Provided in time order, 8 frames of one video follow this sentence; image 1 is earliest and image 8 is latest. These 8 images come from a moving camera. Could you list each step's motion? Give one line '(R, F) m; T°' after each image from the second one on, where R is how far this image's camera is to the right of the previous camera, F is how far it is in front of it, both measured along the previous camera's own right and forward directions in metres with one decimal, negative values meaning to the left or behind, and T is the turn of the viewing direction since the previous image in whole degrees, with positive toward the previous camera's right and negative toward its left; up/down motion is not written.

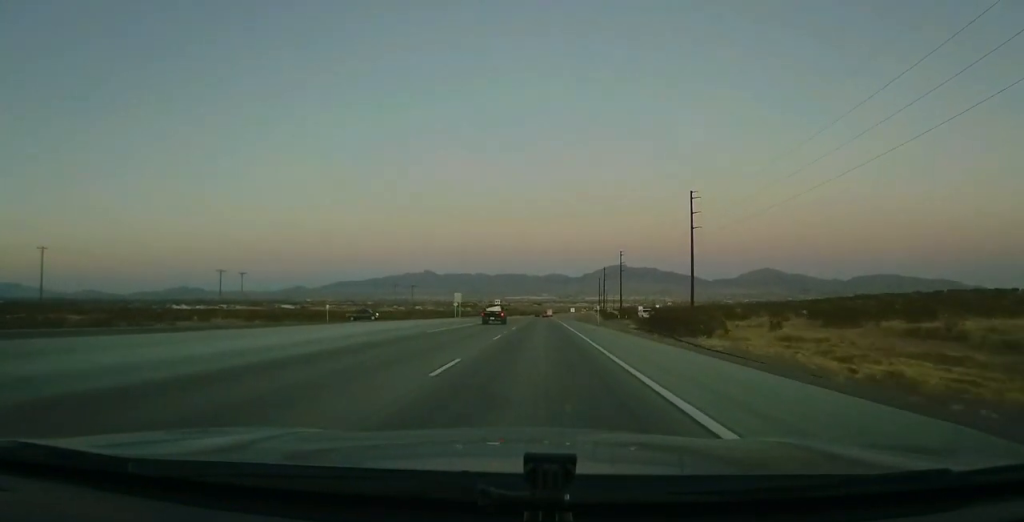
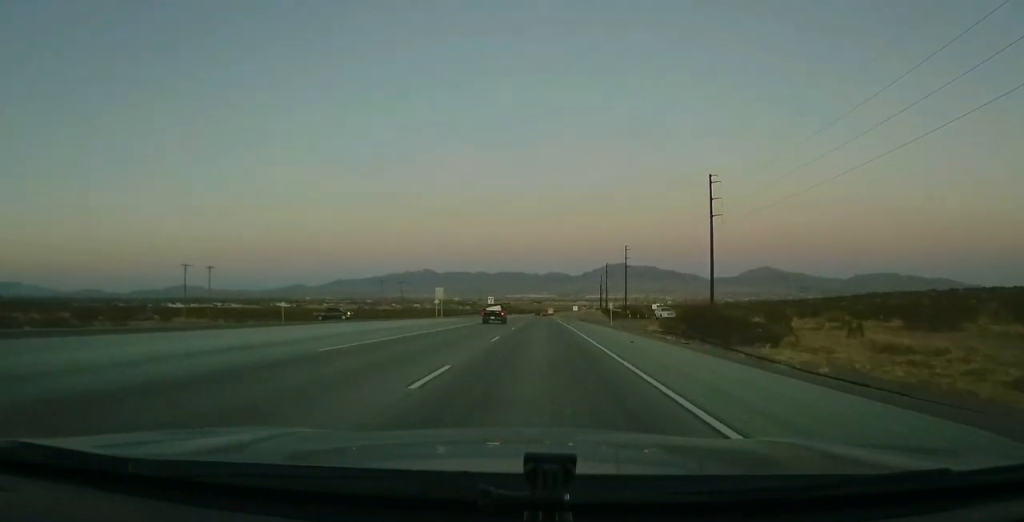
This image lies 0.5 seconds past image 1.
(+0.1, +13.9) m; 0°
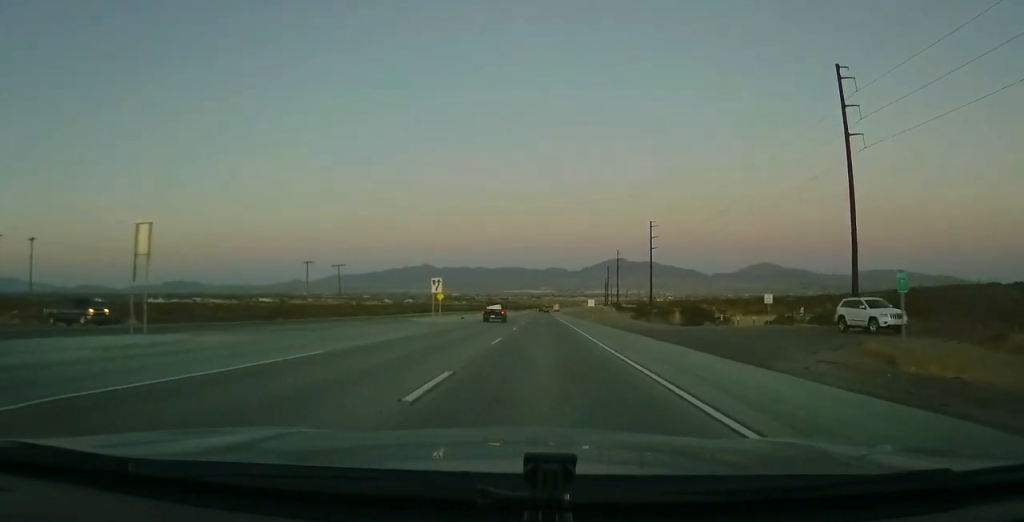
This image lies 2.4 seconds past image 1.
(-1.0, +49.5) m; -1°
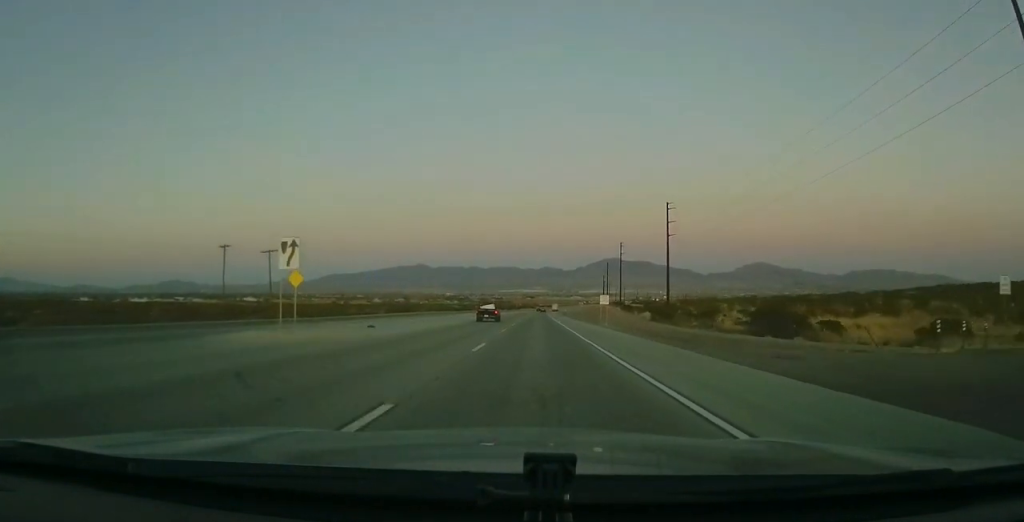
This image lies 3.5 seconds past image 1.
(+0.4, +27.8) m; 0°
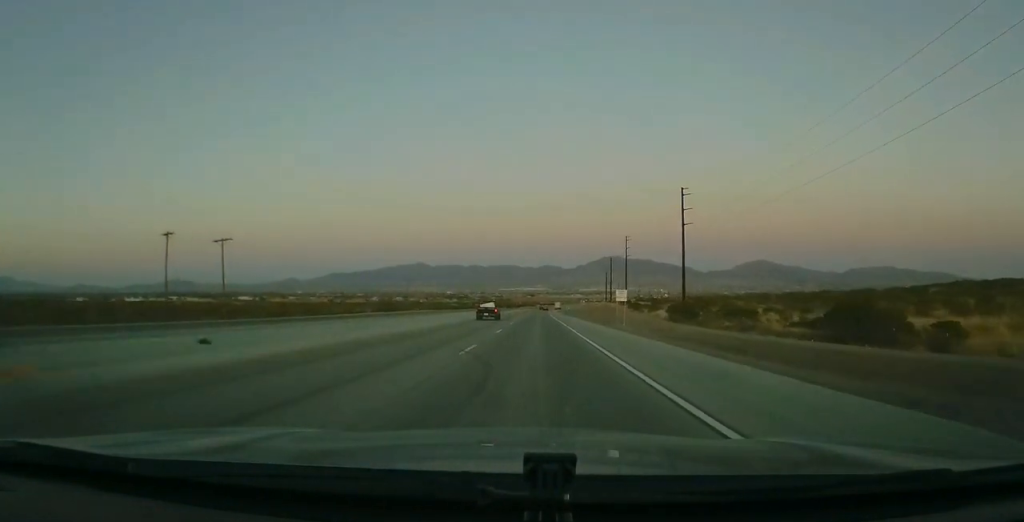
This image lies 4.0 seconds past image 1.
(-0.2, +13.9) m; 0°
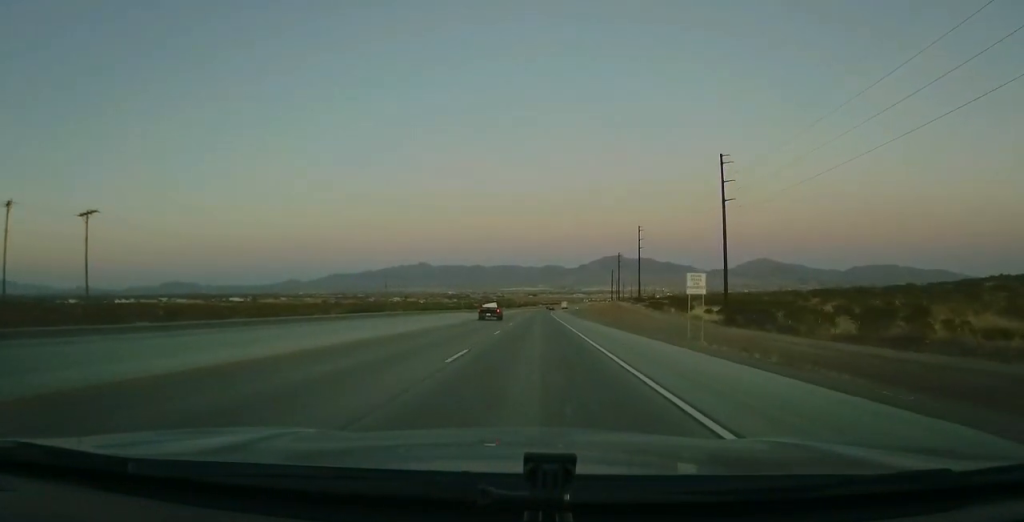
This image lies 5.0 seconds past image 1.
(+0.1, +26.2) m; +1°
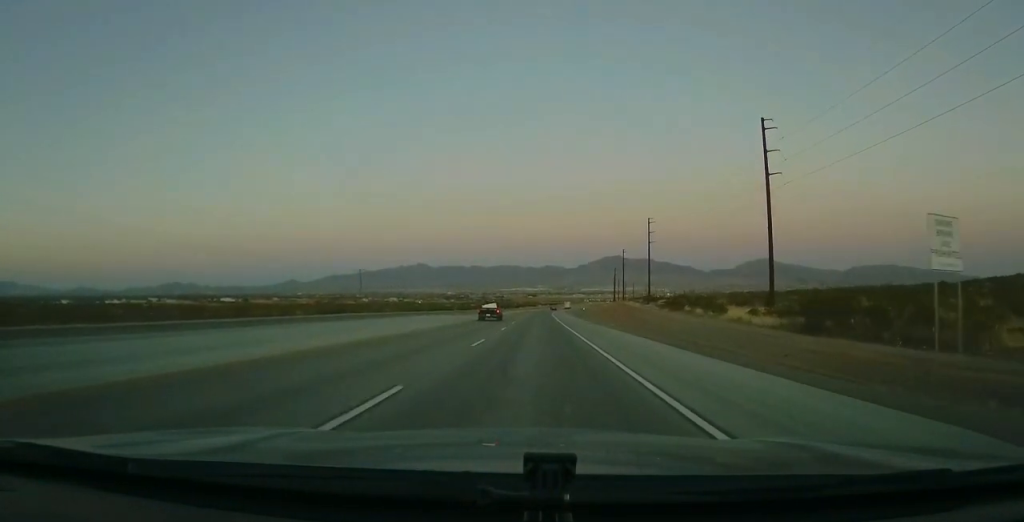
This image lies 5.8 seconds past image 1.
(+0.2, +19.2) m; 0°
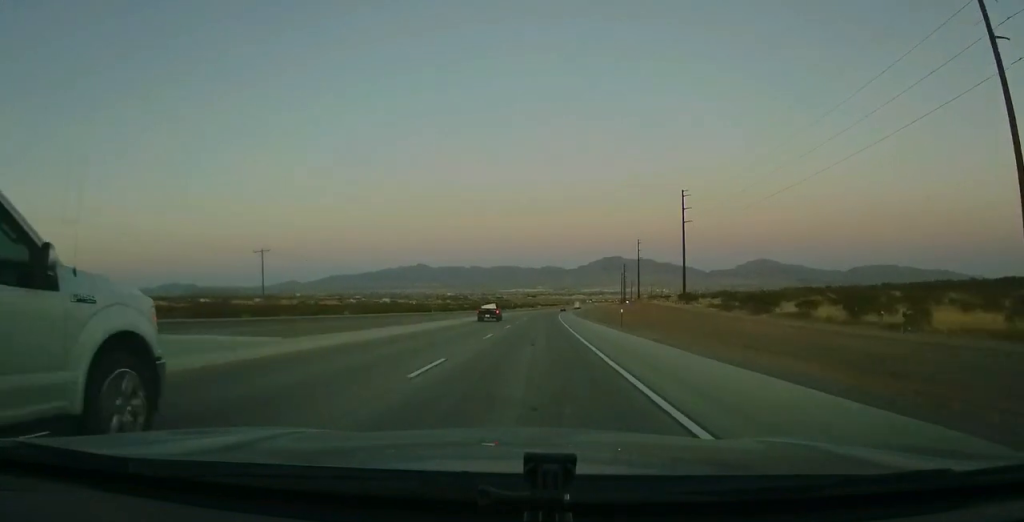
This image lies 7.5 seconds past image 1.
(-0.3, +44.4) m; 0°
